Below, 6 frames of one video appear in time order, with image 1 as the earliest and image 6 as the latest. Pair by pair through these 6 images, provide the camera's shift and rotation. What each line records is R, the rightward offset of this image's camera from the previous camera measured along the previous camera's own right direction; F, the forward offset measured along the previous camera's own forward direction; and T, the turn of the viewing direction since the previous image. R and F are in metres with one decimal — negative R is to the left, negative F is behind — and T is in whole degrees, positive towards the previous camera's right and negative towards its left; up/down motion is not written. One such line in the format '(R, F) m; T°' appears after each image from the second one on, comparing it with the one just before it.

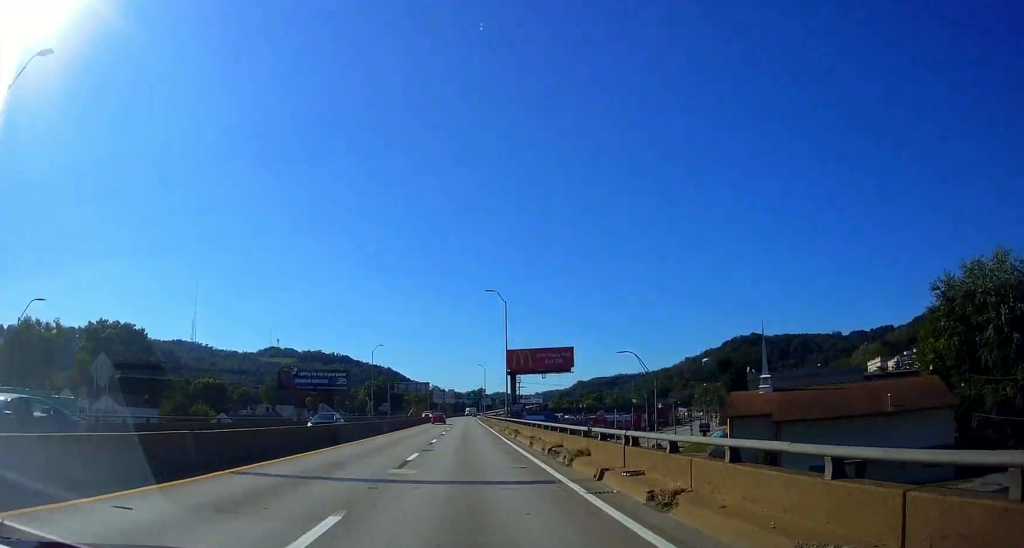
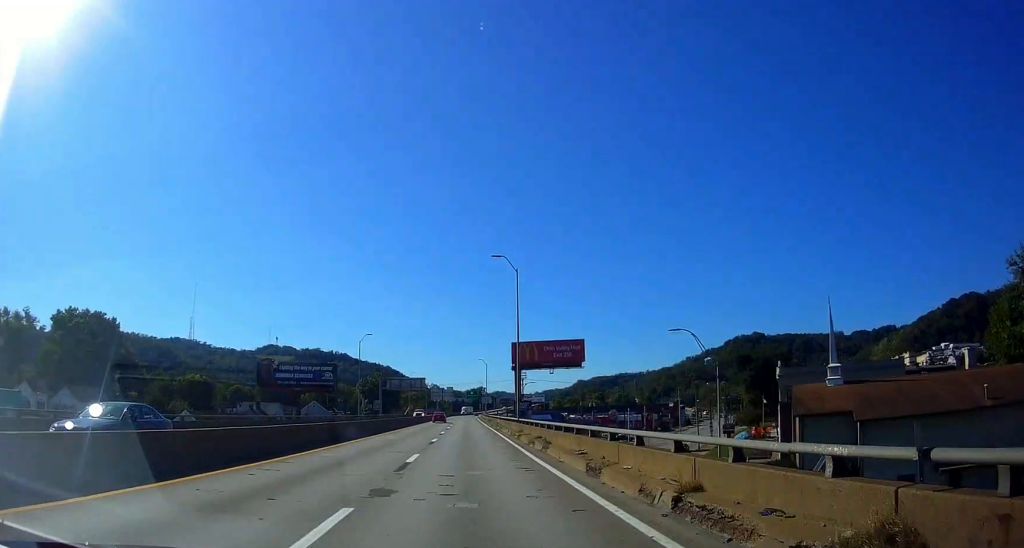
(0.0, +13.0) m; 0°
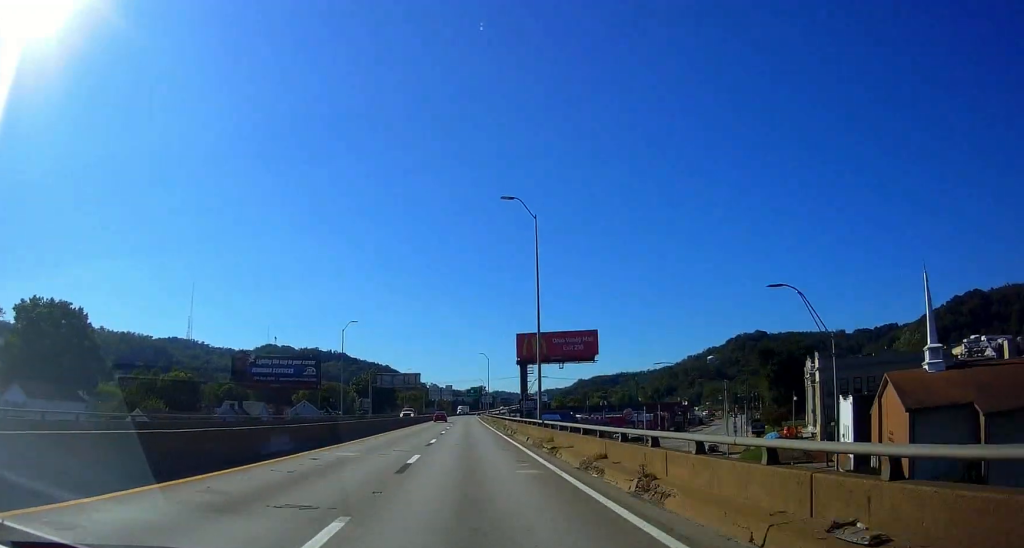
(0.0, +13.0) m; 0°
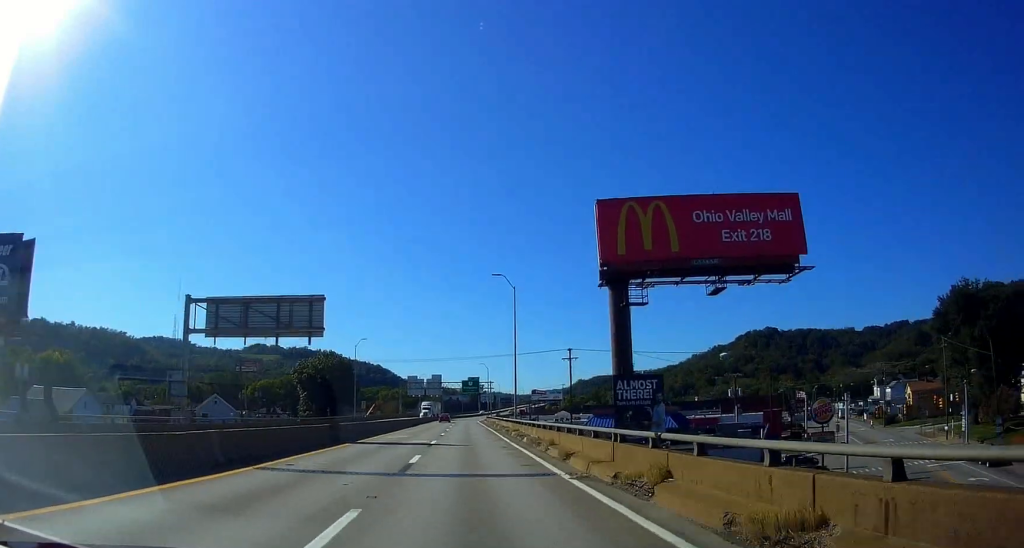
(+0.1, +72.7) m; 0°
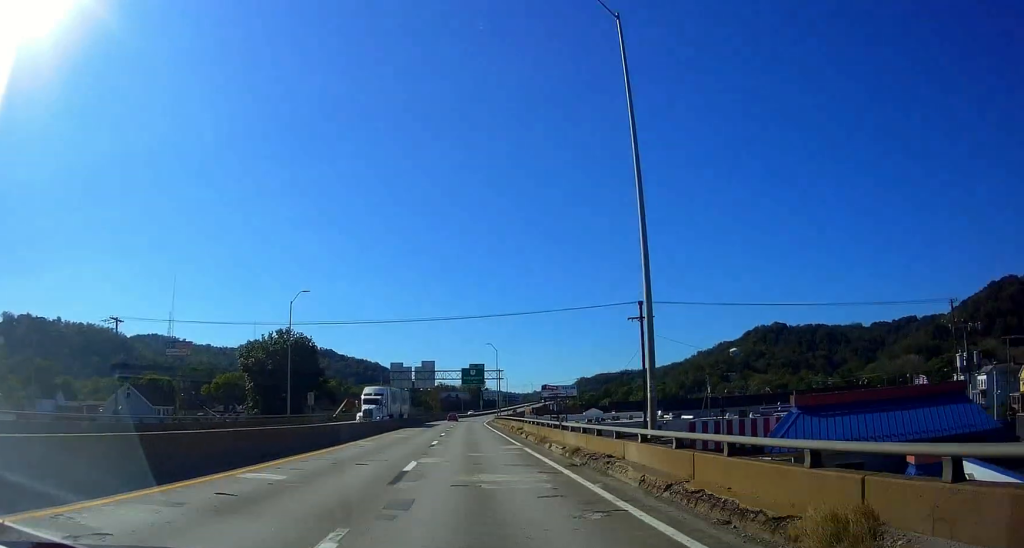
(+0.9, +37.1) m; +2°
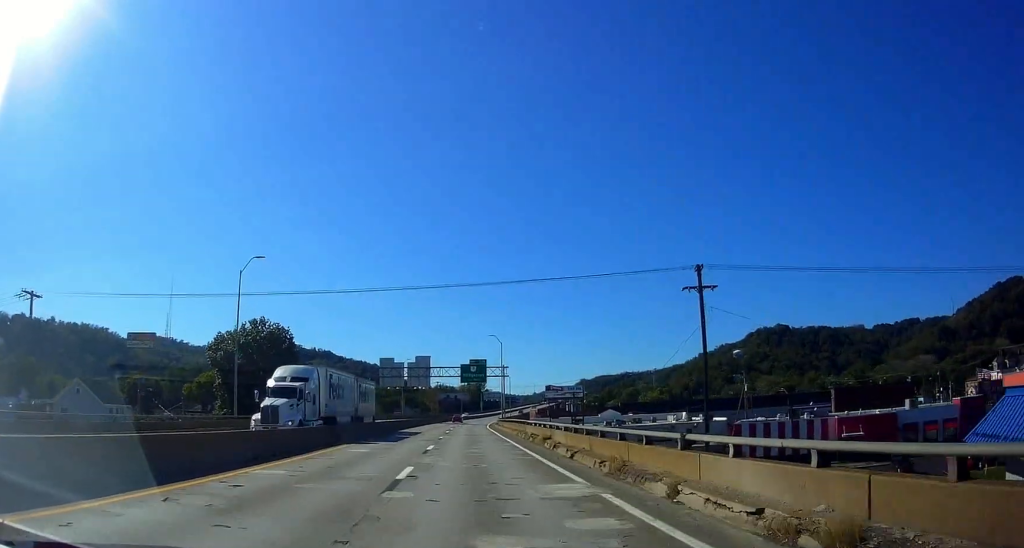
(+0.4, +14.7) m; 0°
